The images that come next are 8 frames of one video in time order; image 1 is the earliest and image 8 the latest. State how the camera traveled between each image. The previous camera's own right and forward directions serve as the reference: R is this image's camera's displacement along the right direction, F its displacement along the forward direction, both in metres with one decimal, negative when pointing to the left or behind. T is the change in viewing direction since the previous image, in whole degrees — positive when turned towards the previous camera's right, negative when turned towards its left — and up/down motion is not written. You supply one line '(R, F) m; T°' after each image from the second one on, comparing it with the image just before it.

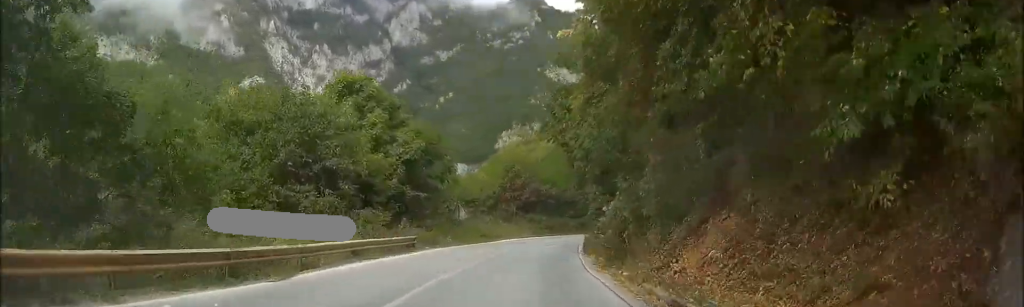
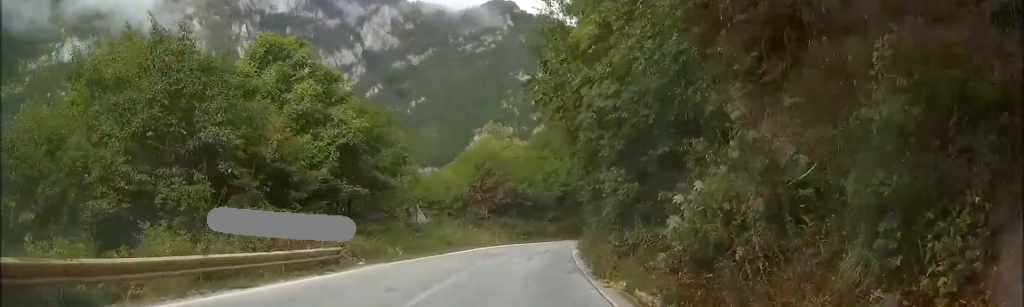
(+0.5, +8.3) m; +4°
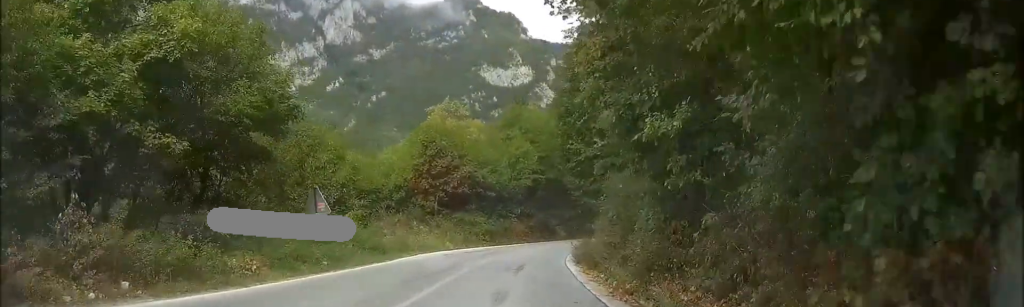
(+0.6, +12.2) m; +5°
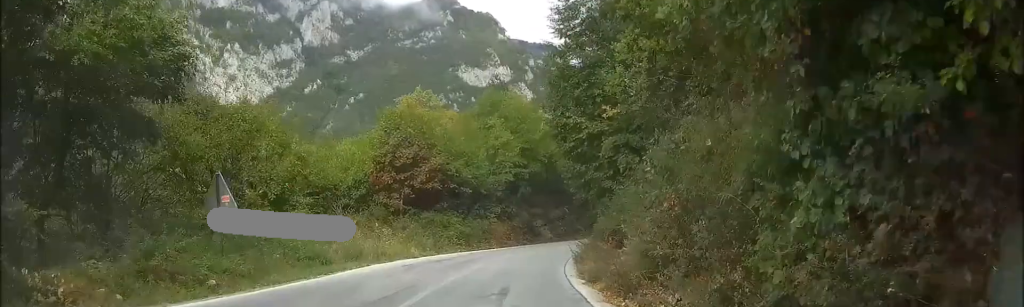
(+0.1, +5.3) m; +2°
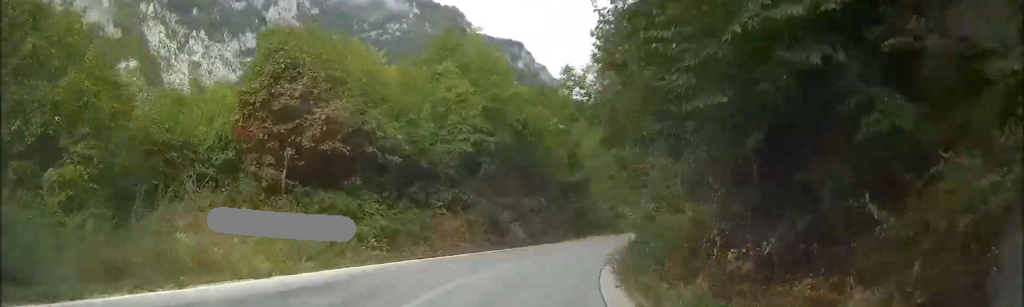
(+0.7, +13.7) m; +5°
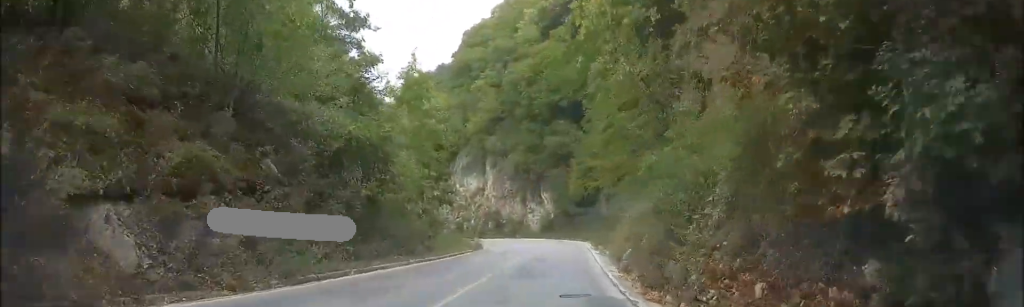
(+1.4, +24.9) m; +8°
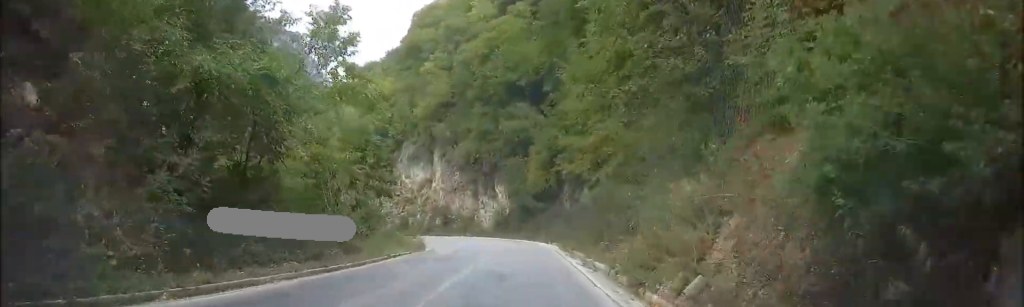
(+0.2, +7.5) m; +4°
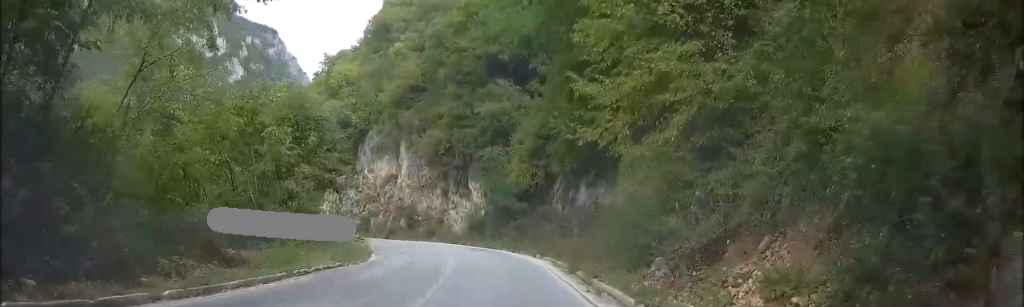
(+0.5, +10.6) m; +2°
